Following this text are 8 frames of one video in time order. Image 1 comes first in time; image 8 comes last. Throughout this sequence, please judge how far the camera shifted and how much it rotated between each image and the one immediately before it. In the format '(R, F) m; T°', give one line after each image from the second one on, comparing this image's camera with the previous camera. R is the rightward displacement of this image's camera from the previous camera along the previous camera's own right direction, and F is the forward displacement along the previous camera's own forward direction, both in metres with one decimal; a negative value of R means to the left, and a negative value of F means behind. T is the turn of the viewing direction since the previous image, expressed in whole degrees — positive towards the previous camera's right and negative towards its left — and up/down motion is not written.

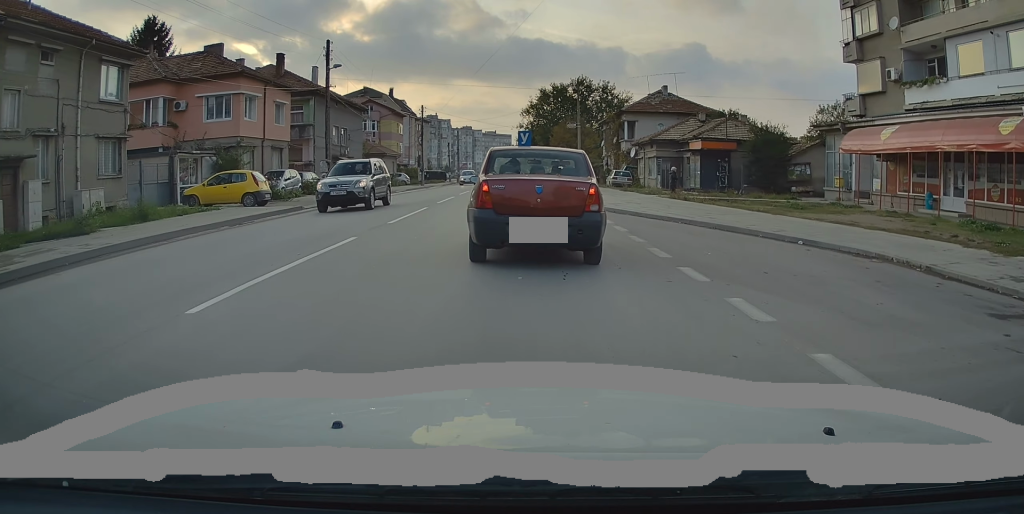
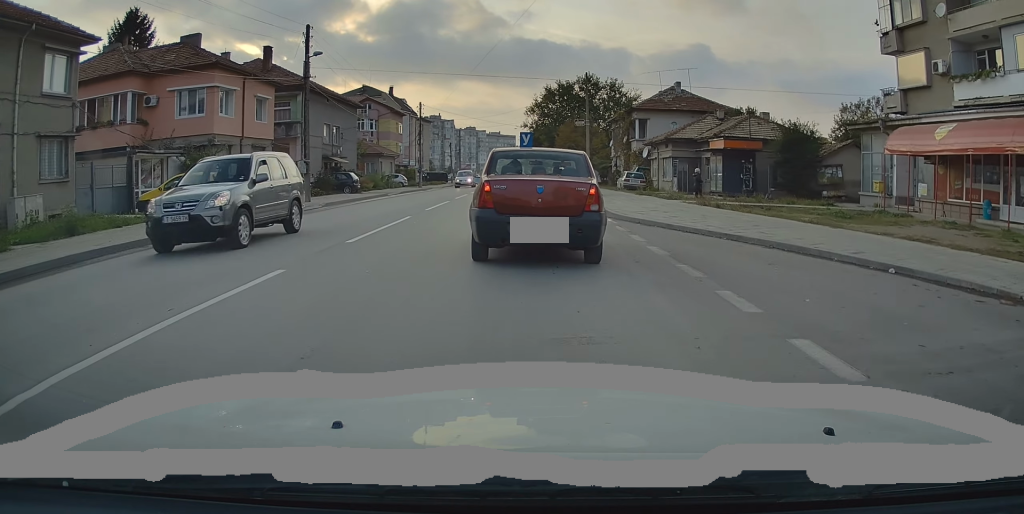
(+0.1, +3.7) m; -1°
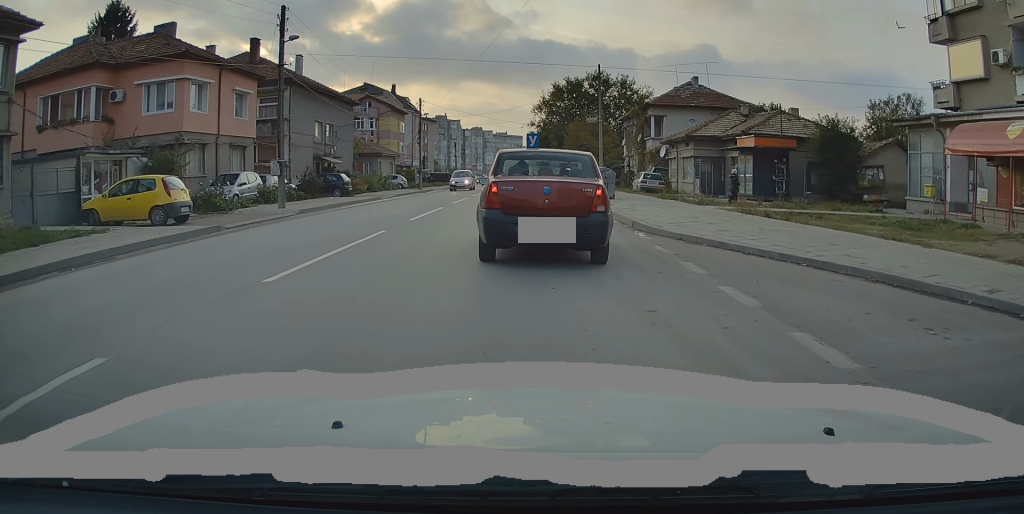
(+0.3, +3.7) m; -2°
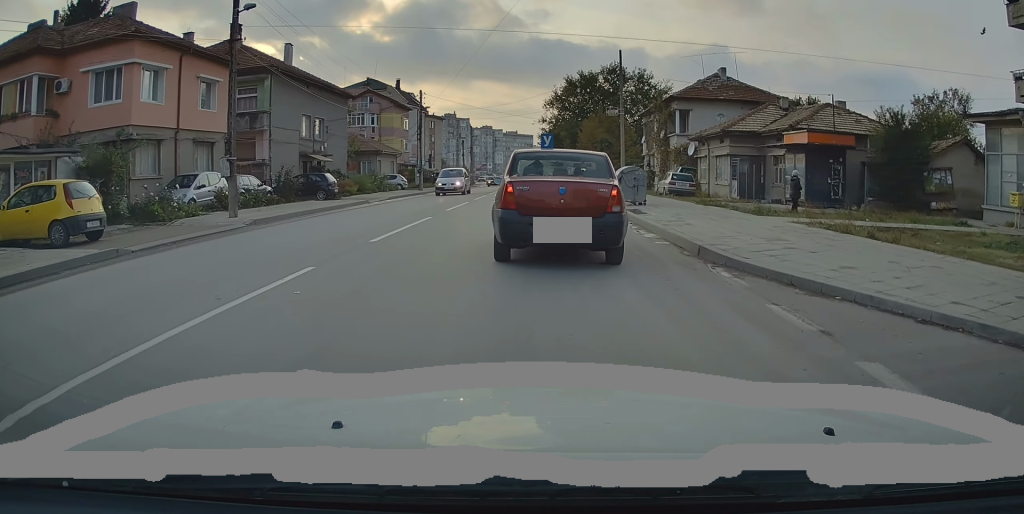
(-0.5, +5.1) m; -2°
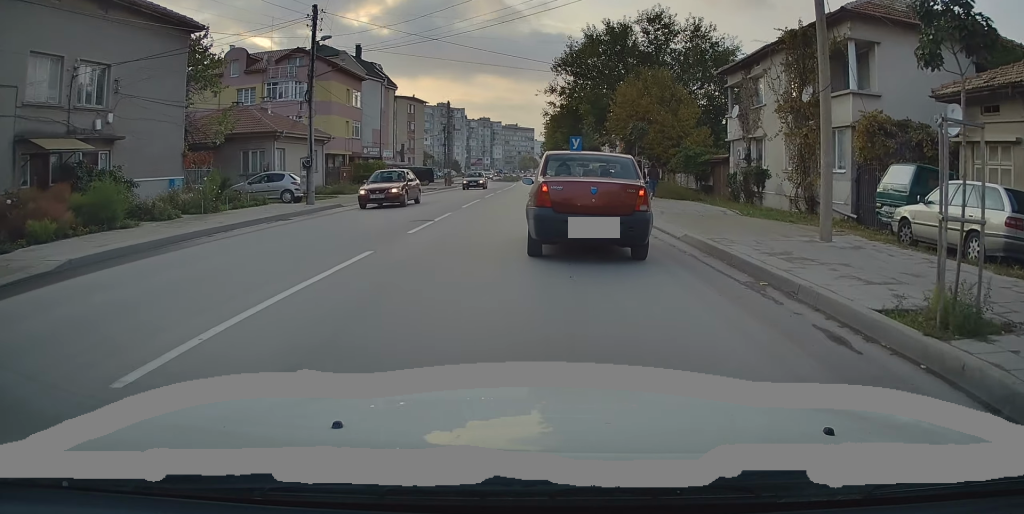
(-1.8, +26.2) m; -1°
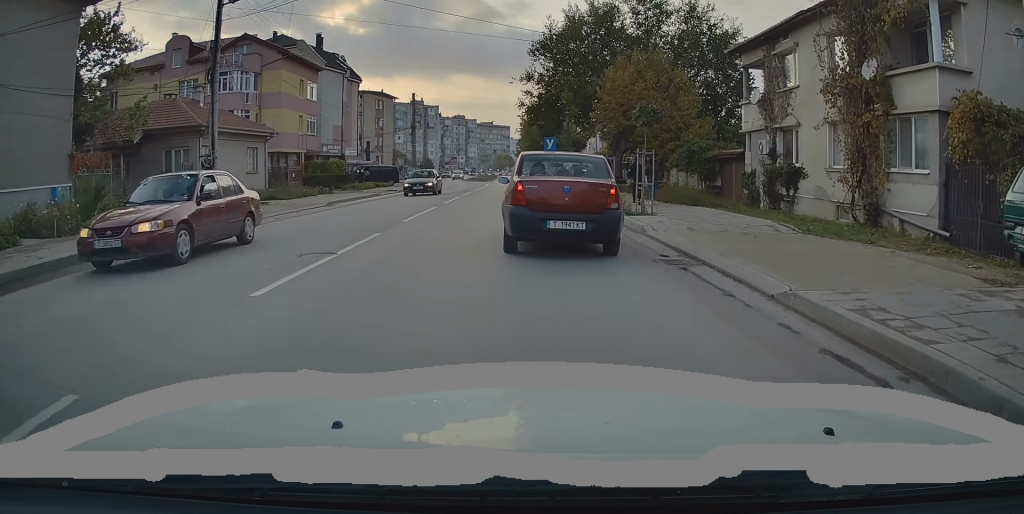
(+0.4, +6.4) m; +1°
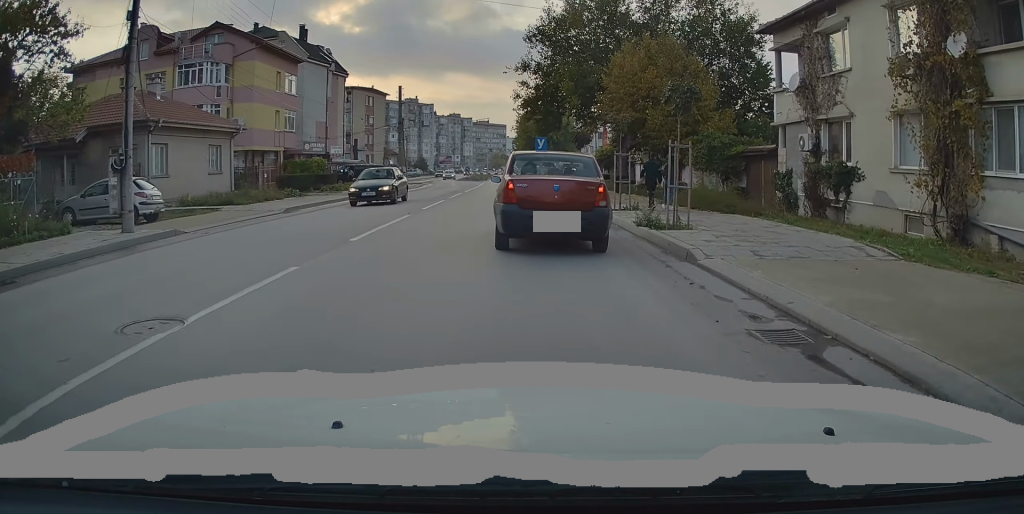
(-0.2, +4.4) m; 0°
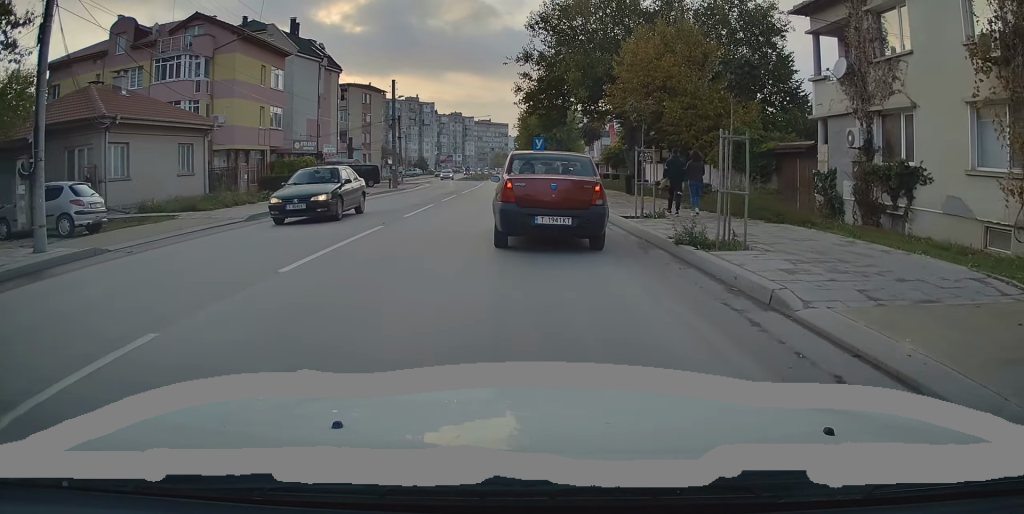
(-0.1, +3.4) m; 0°
